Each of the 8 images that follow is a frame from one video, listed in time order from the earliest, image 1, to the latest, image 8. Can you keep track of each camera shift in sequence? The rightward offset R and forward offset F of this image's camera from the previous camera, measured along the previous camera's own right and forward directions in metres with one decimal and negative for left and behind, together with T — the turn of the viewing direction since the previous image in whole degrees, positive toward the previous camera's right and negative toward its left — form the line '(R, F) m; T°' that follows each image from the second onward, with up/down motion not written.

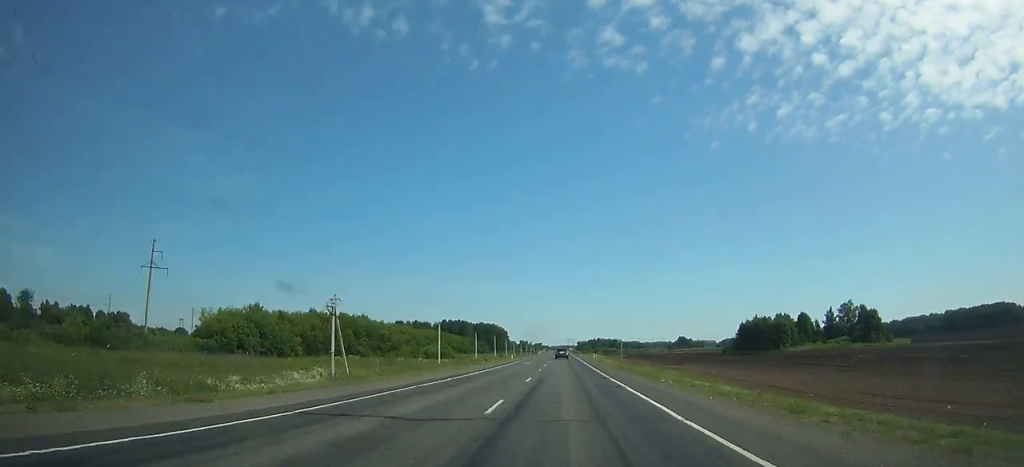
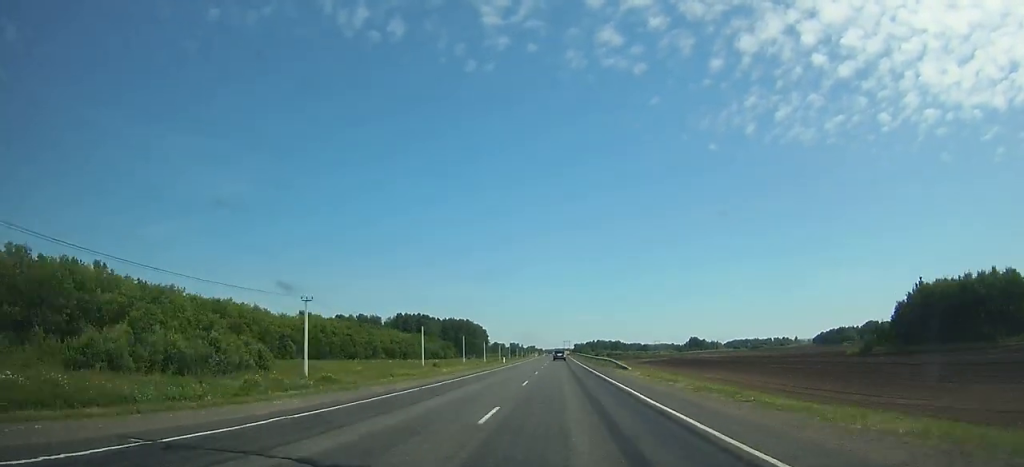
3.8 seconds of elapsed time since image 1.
(-0.2, +108.7) m; 0°
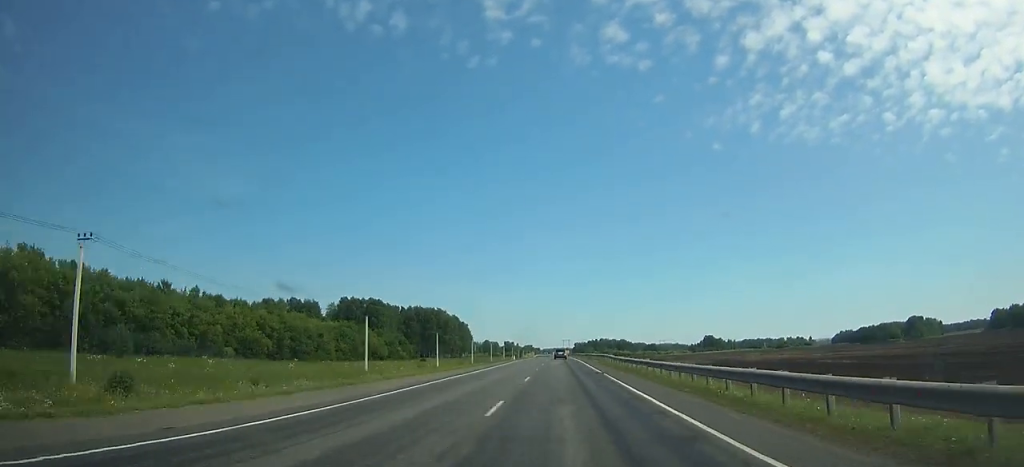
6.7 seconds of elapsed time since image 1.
(0.0, +82.4) m; 0°
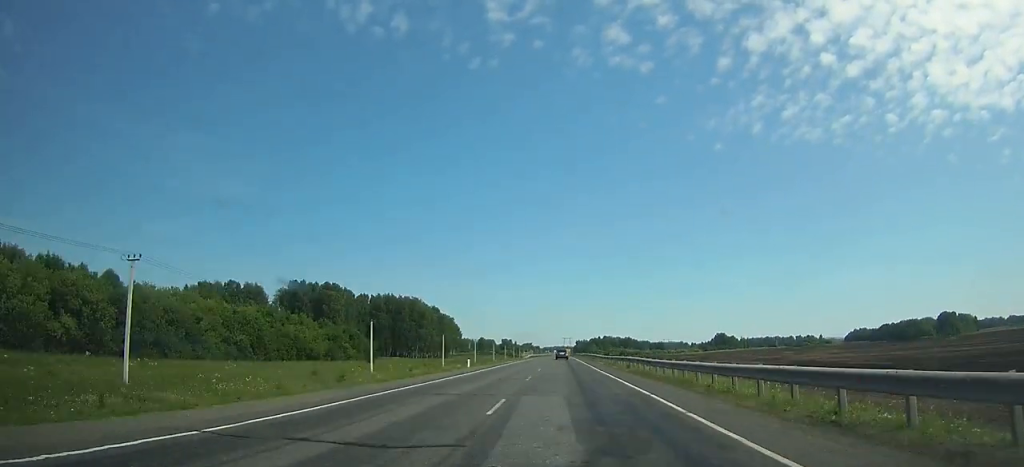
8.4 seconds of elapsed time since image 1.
(0.0, +48.1) m; 0°
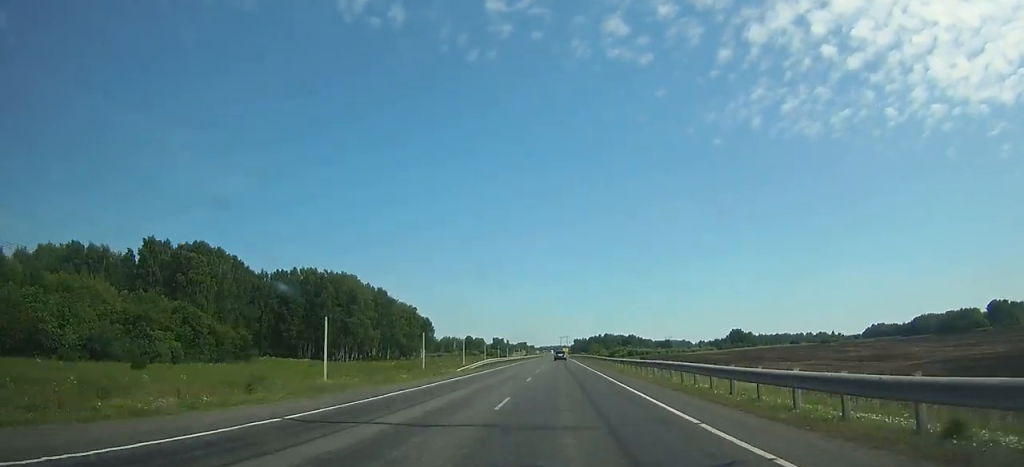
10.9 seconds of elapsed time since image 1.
(+0.1, +70.3) m; 0°
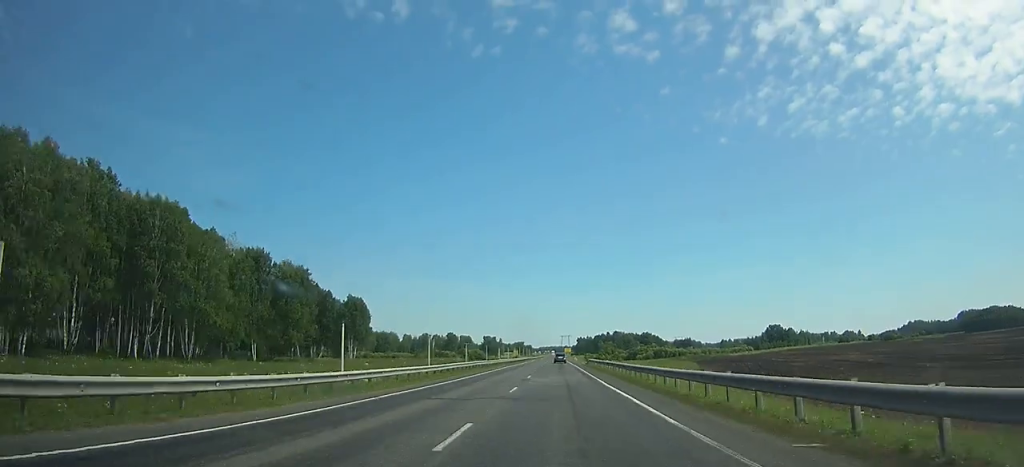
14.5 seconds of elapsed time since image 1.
(+0.3, +100.7) m; 0°
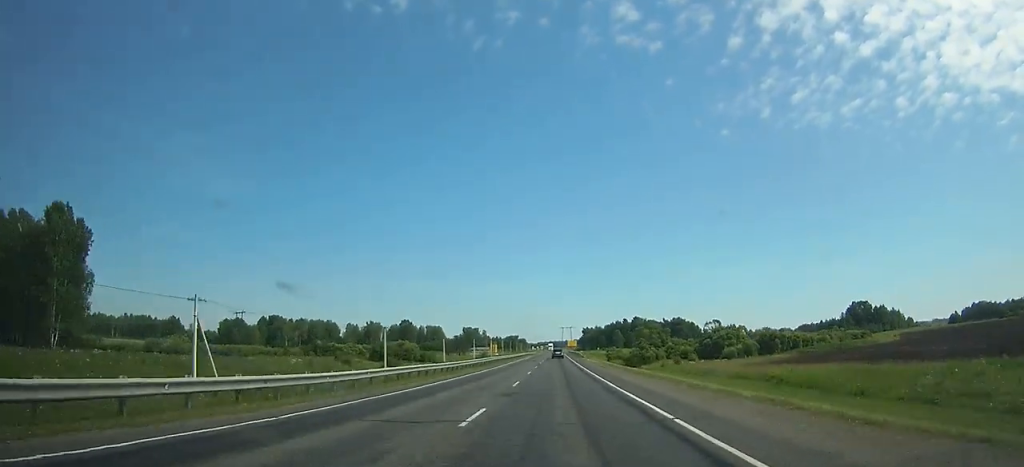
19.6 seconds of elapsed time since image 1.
(-0.5, +142.6) m; 0°
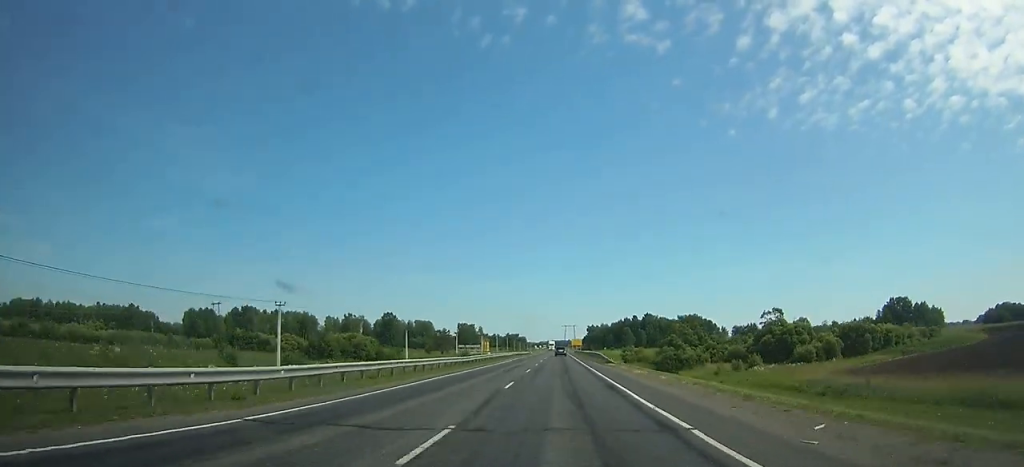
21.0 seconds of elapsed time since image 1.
(+0.1, +39.3) m; 0°
